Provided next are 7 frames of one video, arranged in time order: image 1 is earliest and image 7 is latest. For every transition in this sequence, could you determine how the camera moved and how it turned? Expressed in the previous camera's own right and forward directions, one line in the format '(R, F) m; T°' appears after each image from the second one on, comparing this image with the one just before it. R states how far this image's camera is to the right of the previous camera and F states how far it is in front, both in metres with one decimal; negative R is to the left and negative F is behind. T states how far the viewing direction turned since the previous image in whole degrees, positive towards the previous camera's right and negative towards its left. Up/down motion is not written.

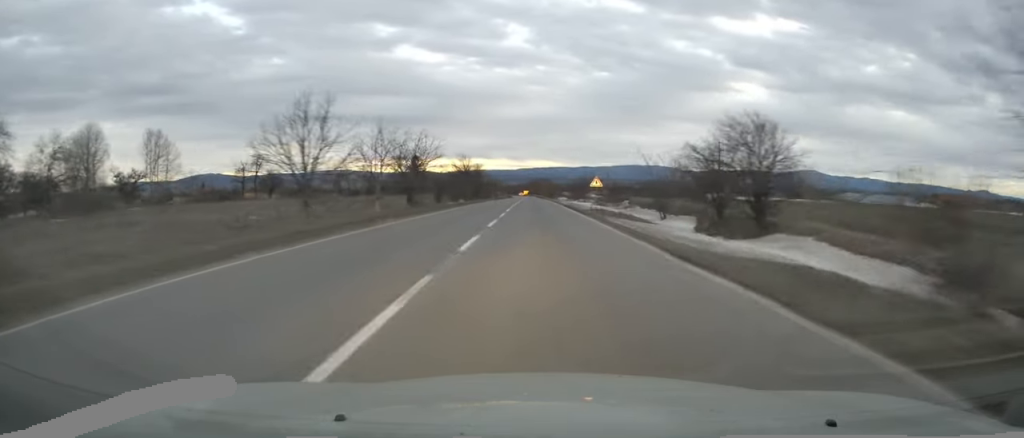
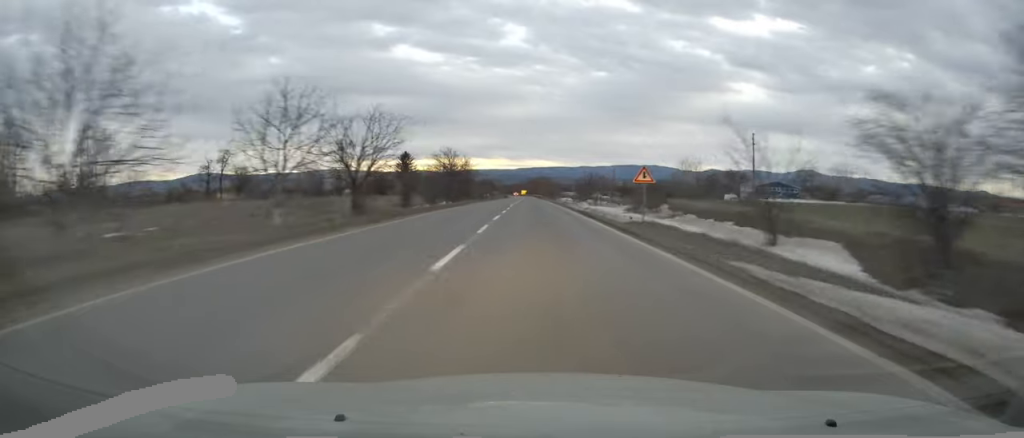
(-0.1, +18.8) m; 0°
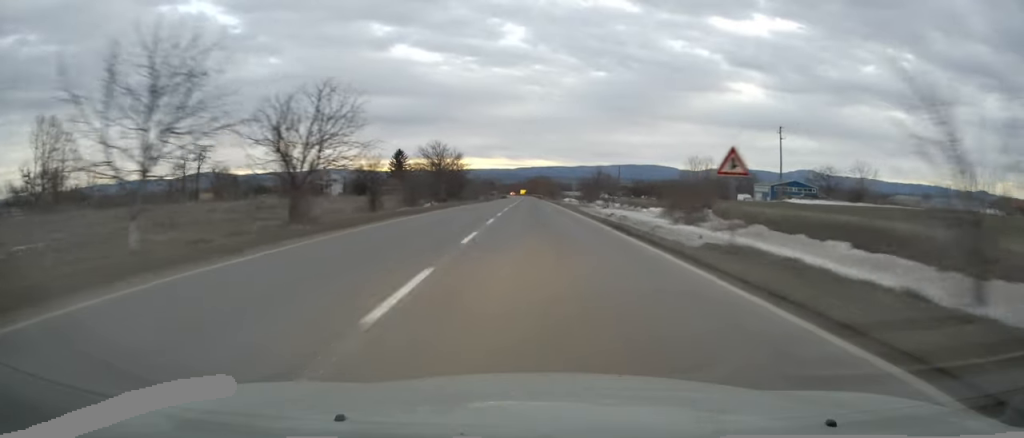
(-0.2, +11.2) m; 0°
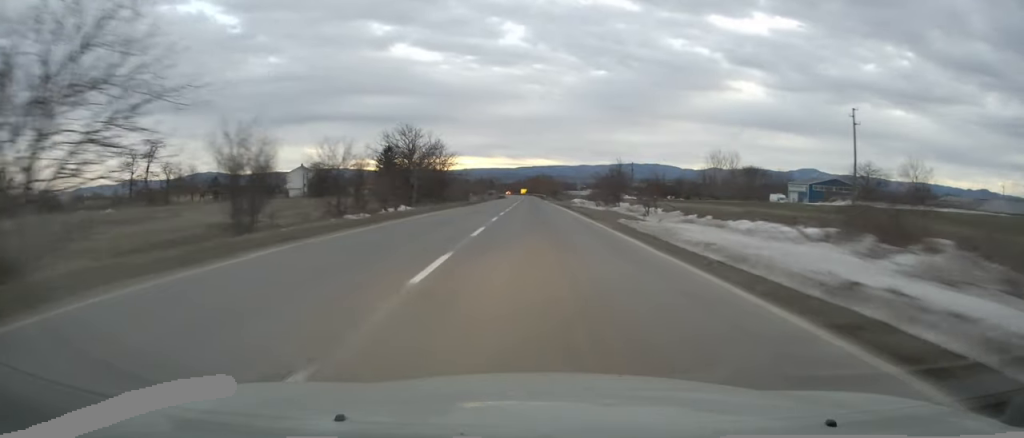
(+0.3, +20.7) m; 0°
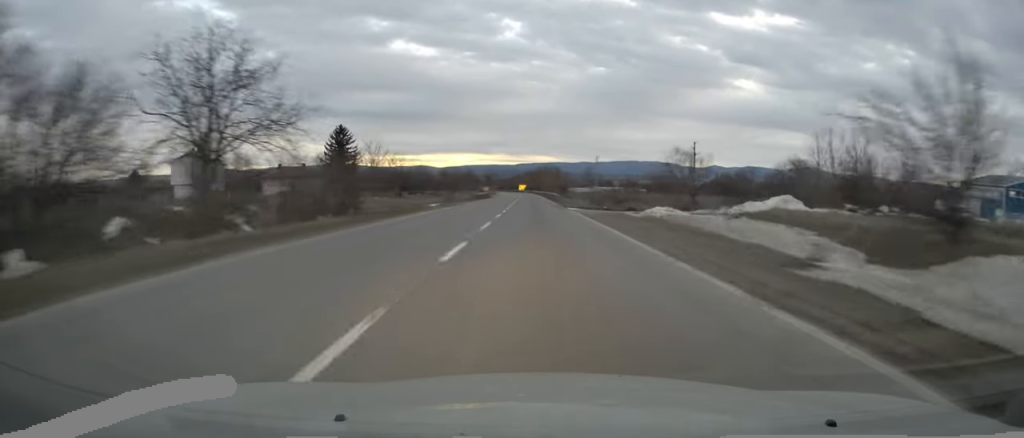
(-0.8, +59.4) m; -1°
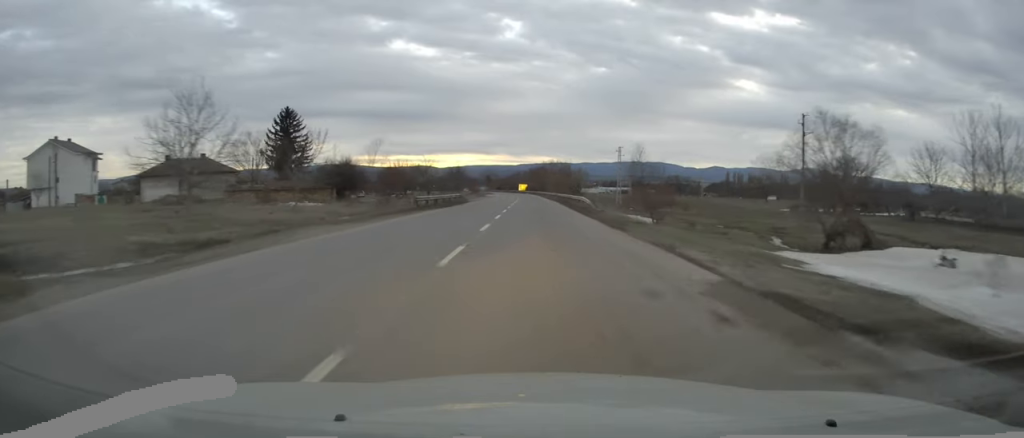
(+0.2, +39.6) m; 0°
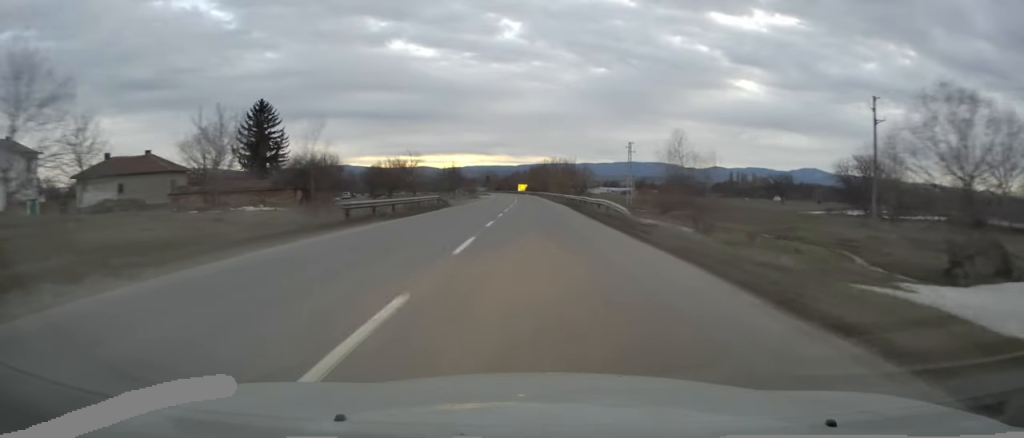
(+0.1, +13.3) m; 0°
